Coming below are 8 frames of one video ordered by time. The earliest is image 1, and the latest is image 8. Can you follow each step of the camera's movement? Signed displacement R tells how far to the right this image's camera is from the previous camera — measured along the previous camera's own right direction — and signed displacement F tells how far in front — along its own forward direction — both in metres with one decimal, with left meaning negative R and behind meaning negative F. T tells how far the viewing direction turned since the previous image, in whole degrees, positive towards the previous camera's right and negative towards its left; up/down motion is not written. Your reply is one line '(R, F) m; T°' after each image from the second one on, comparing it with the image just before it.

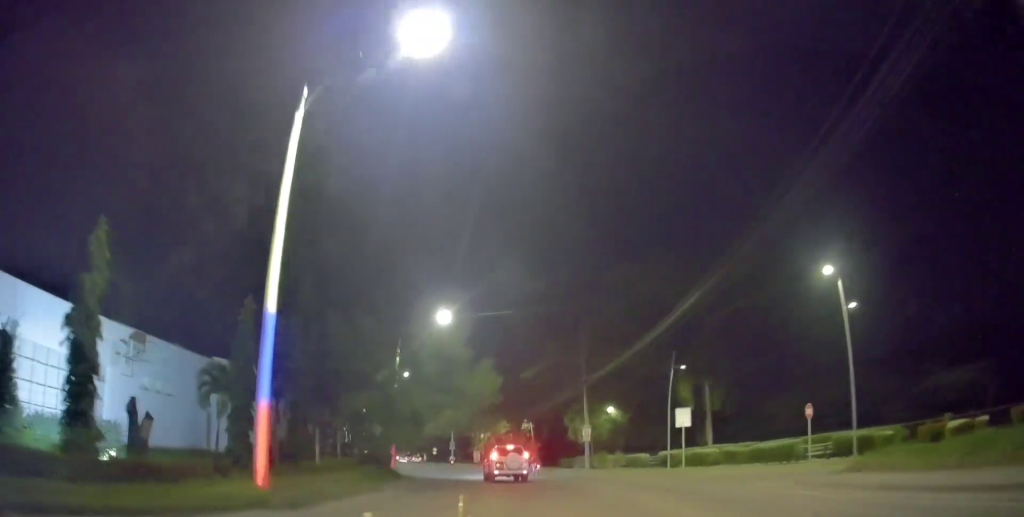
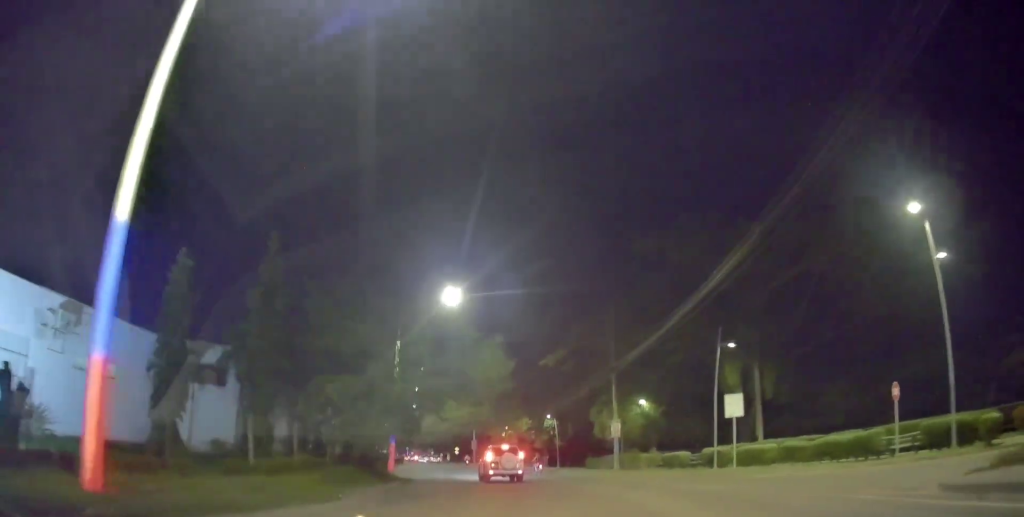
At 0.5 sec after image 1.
(0.0, +5.8) m; -2°
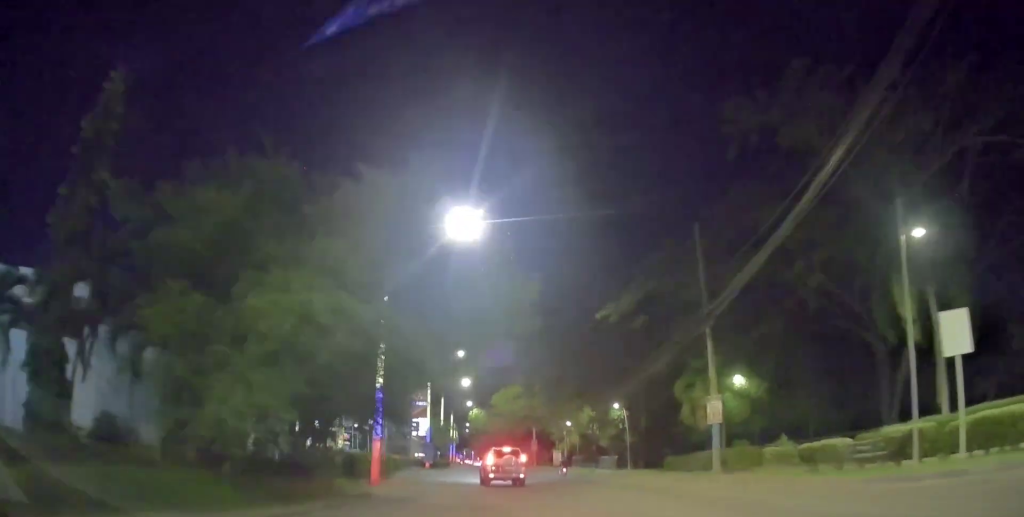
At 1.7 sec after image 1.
(-0.6, +12.6) m; -9°
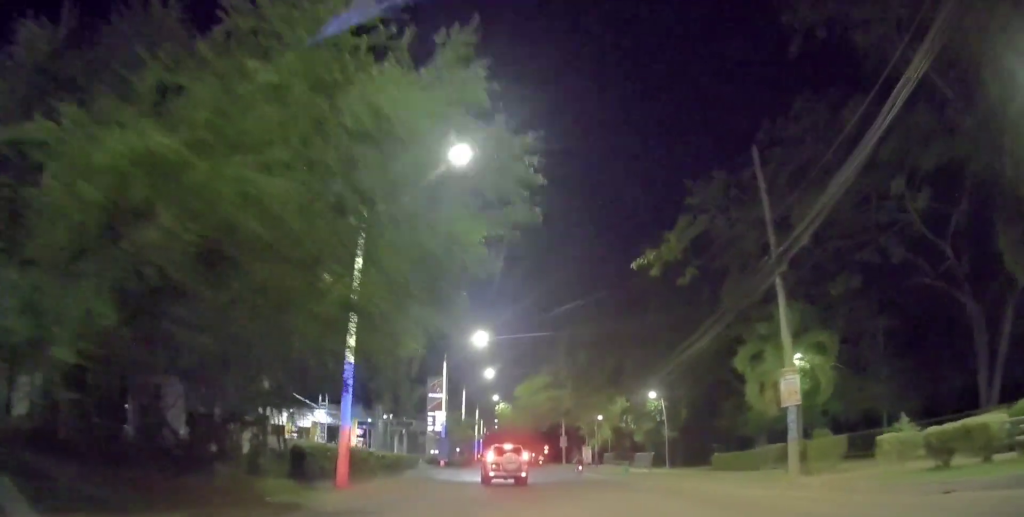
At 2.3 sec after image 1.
(-0.3, +6.2) m; -4°
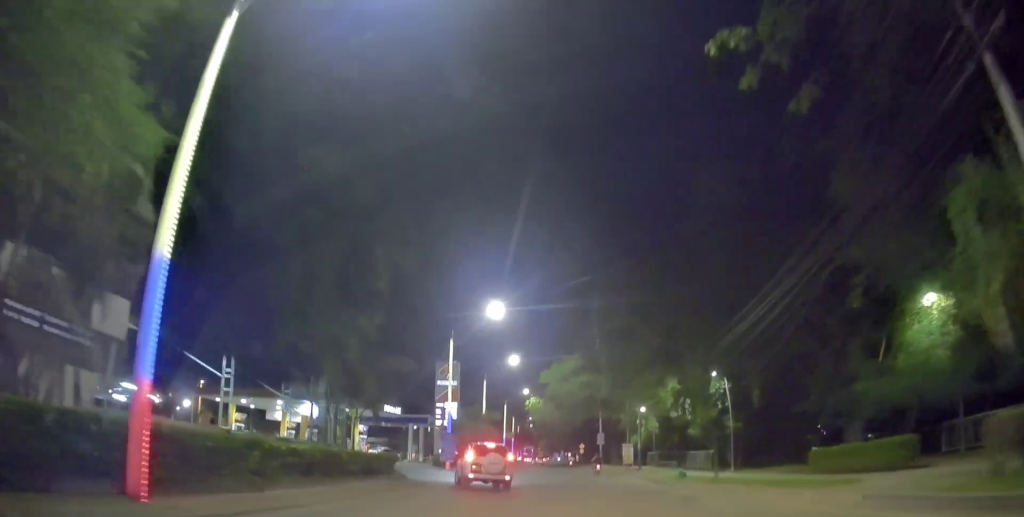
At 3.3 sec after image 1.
(-0.7, +10.5) m; -4°
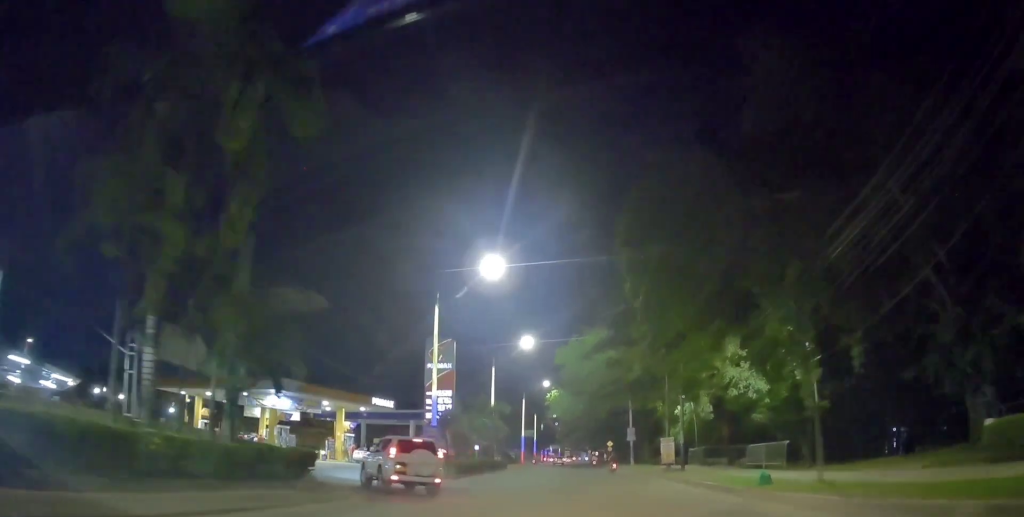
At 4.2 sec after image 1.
(-0.1, +10.2) m; 0°
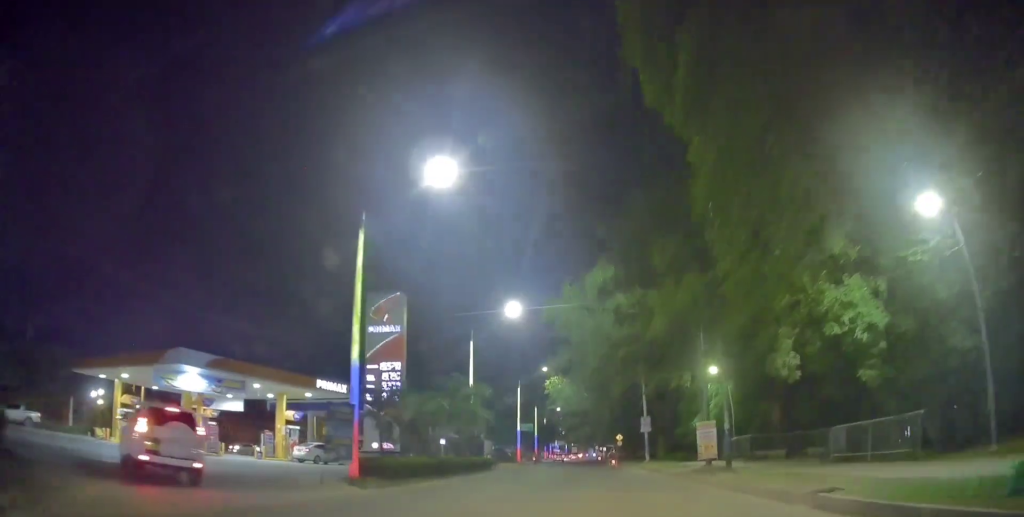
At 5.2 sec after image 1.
(0.0, +11.6) m; -4°
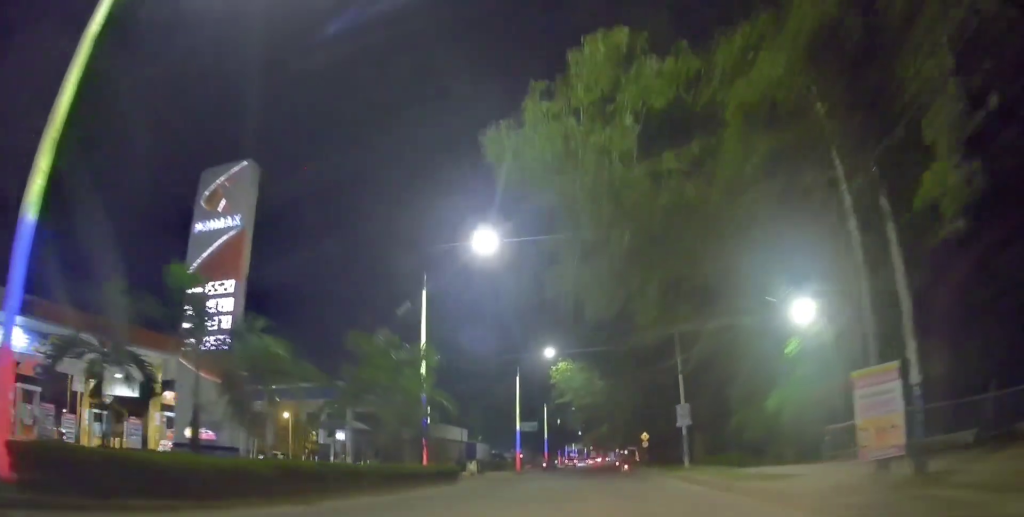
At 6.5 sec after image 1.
(-0.7, +15.0) m; -2°
